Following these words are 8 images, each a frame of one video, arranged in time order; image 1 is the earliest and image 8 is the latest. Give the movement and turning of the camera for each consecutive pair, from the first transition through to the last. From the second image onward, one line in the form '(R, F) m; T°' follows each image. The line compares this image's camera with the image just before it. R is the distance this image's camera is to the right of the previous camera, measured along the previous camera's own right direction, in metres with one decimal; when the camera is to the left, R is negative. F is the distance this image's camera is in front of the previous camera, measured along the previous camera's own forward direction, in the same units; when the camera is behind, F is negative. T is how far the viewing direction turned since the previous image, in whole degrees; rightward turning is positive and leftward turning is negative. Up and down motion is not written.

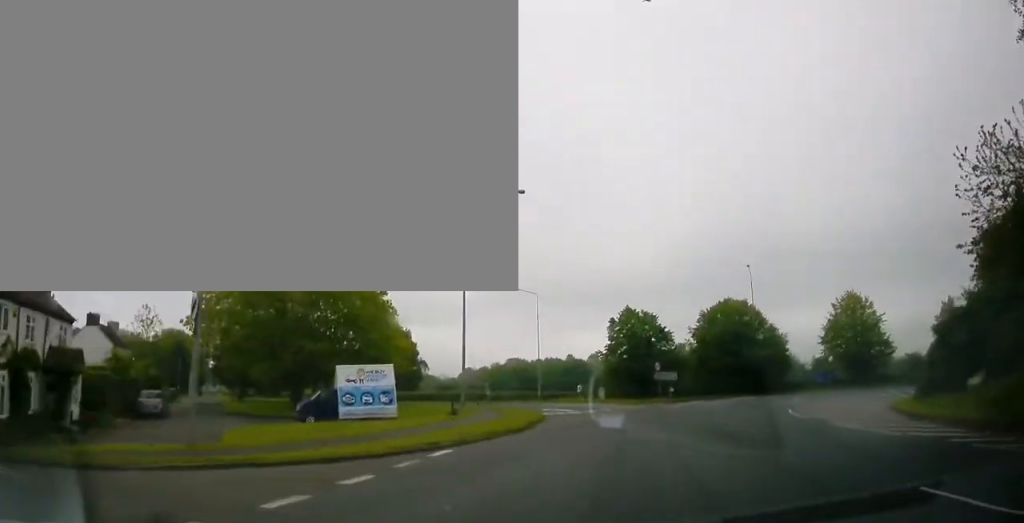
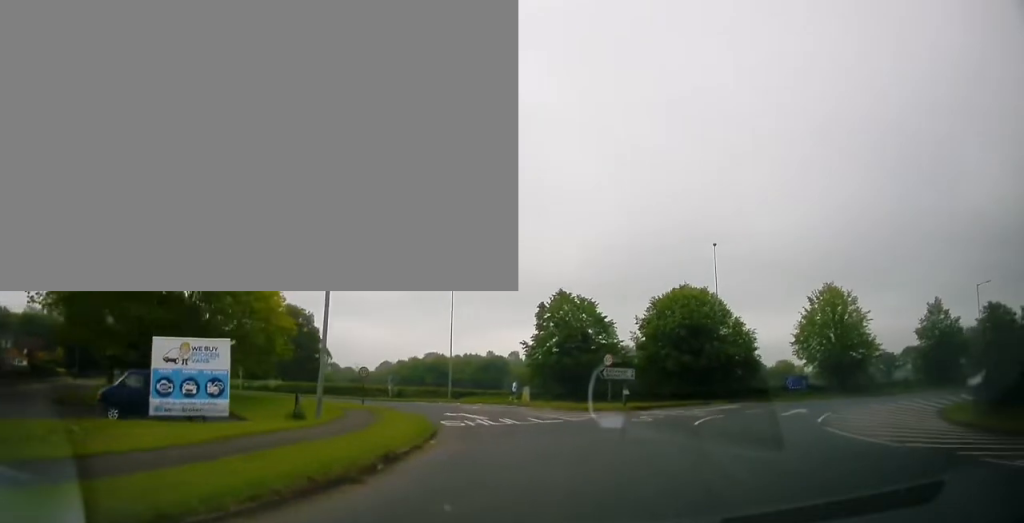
(+1.0, +10.1) m; +6°
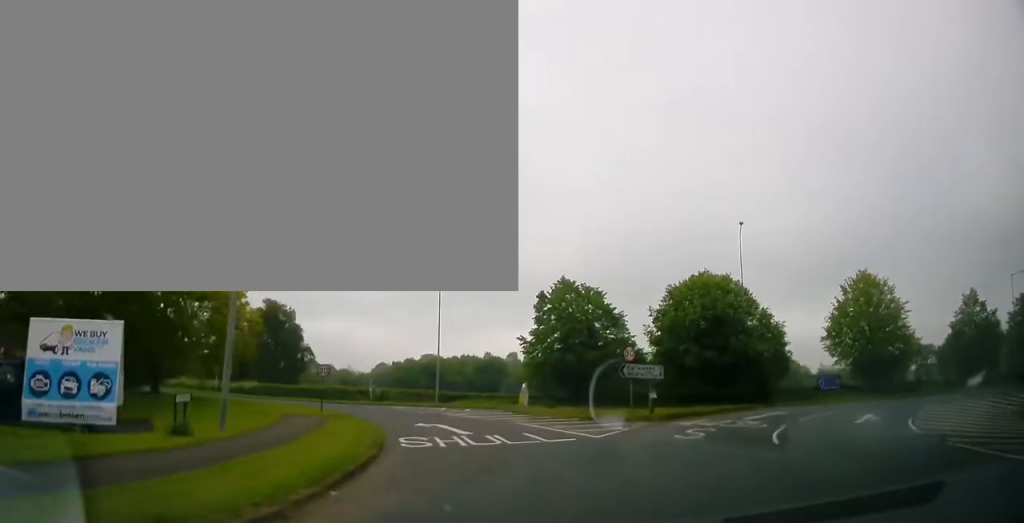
(+0.1, +6.3) m; 0°
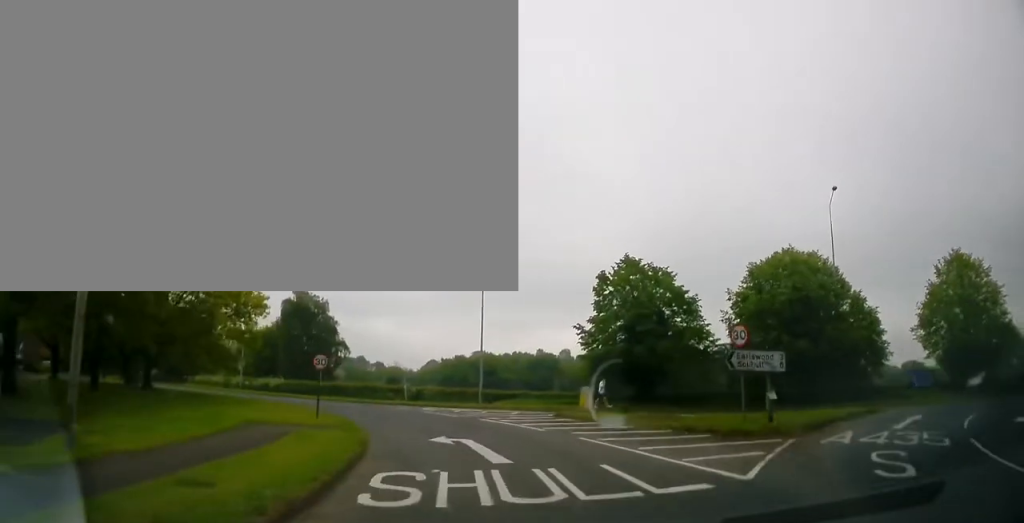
(-0.2, +7.1) m; -5°
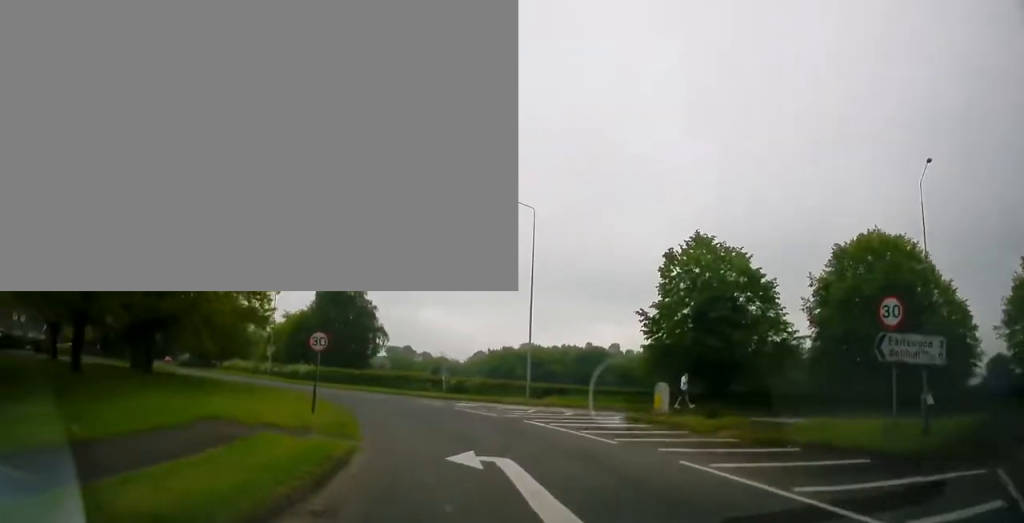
(-0.1, +4.7) m; -3°
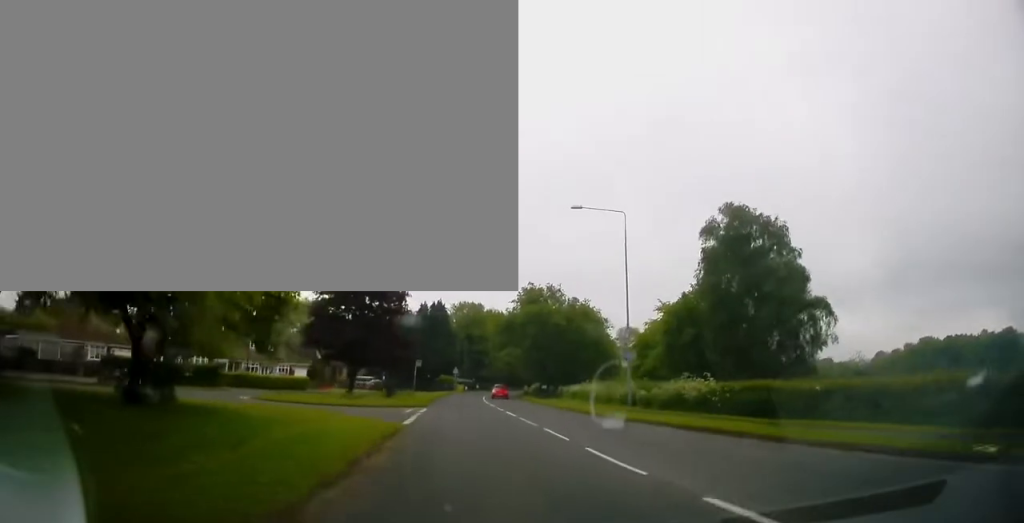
(-9.0, +30.2) m; -36°
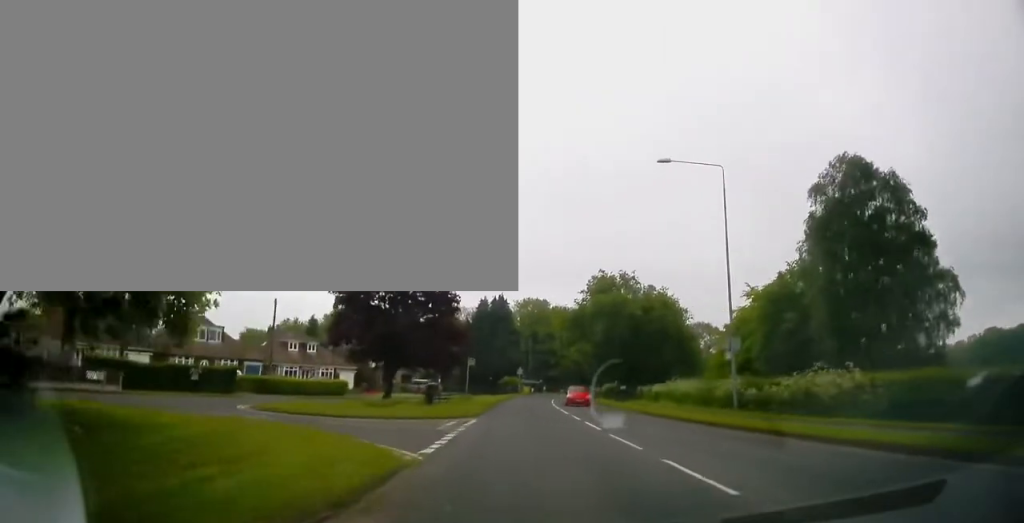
(-0.5, +7.4) m; -5°
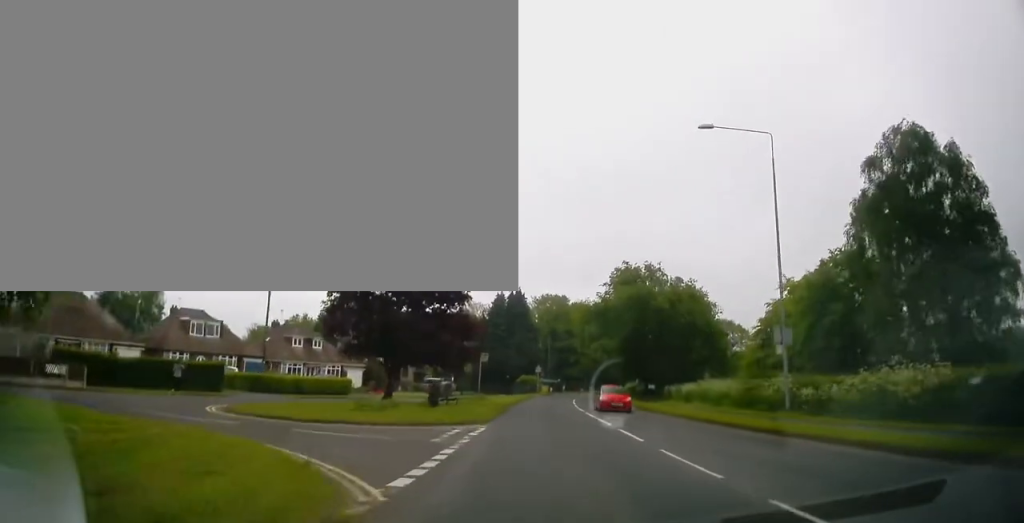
(-0.1, +3.9) m; -1°
